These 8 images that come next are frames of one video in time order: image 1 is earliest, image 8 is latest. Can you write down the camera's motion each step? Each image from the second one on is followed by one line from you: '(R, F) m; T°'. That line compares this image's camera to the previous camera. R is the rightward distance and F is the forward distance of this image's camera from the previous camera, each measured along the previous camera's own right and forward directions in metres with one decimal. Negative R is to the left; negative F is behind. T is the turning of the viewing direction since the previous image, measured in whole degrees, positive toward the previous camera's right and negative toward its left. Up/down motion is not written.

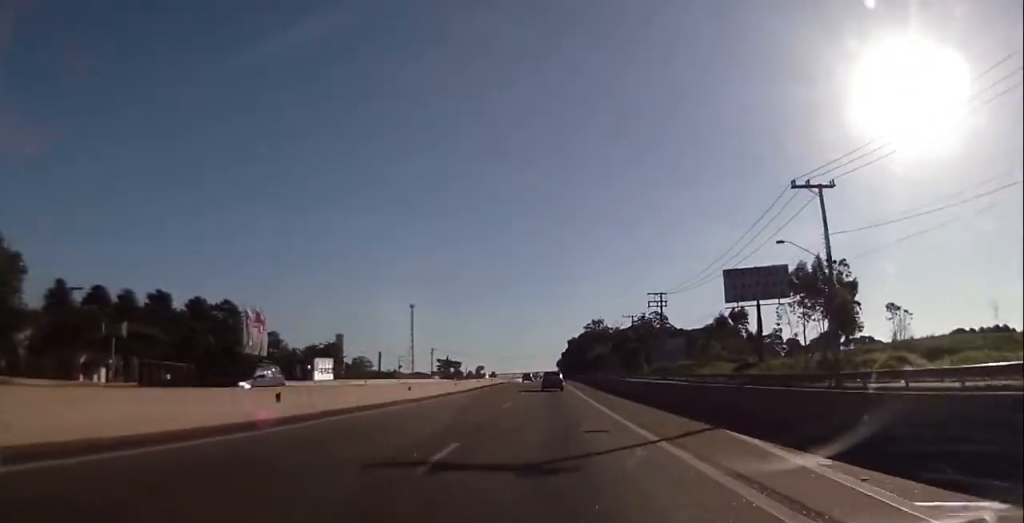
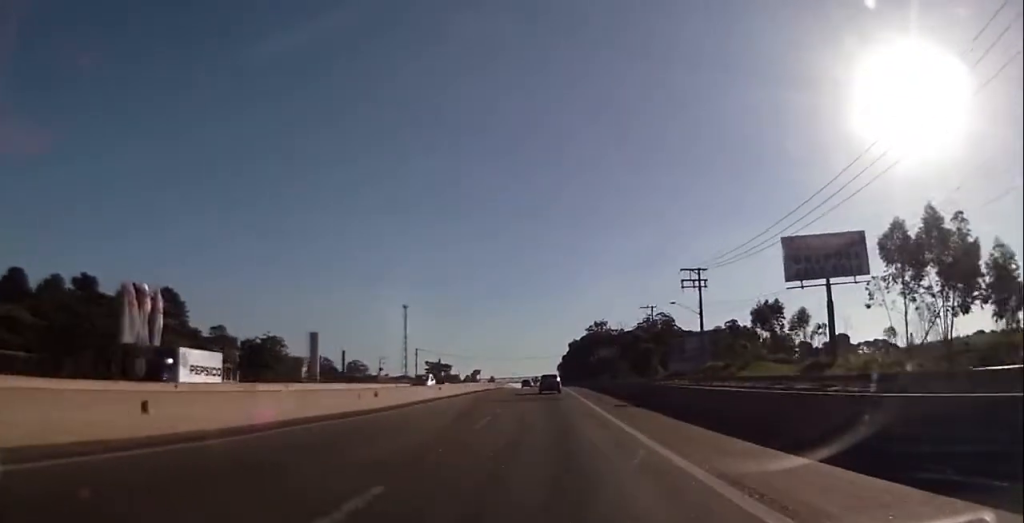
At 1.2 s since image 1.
(+0.4, +21.4) m; 0°
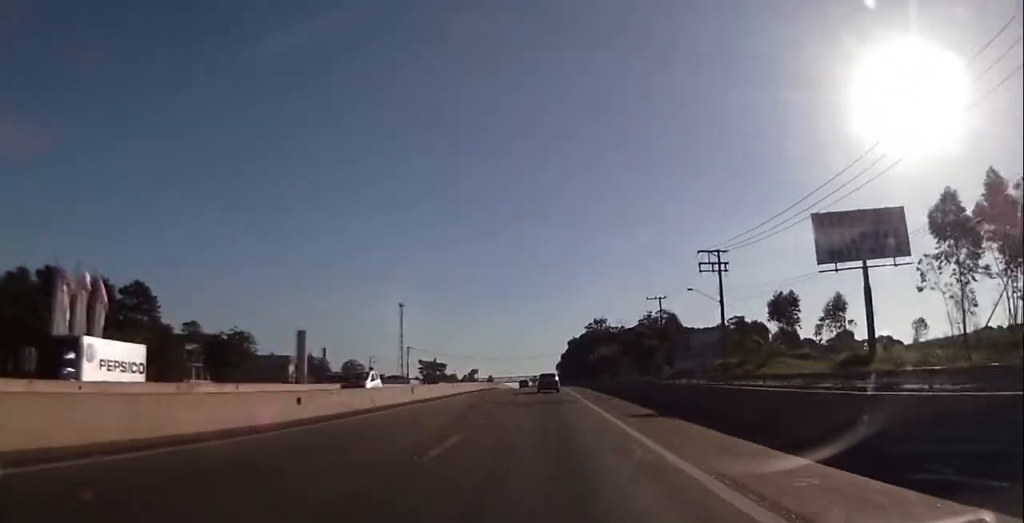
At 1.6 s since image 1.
(-0.2, +8.1) m; 0°
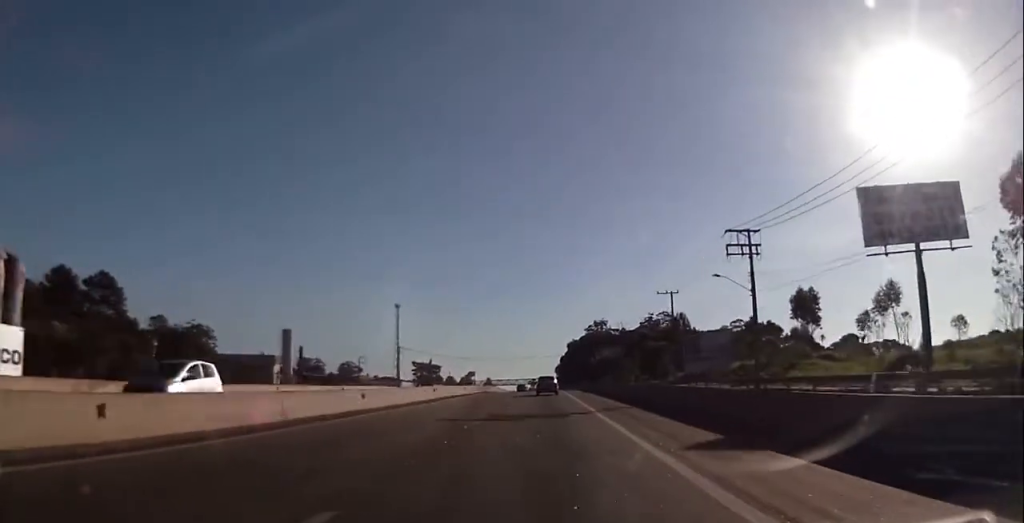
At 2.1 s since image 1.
(-0.2, +8.8) m; 0°
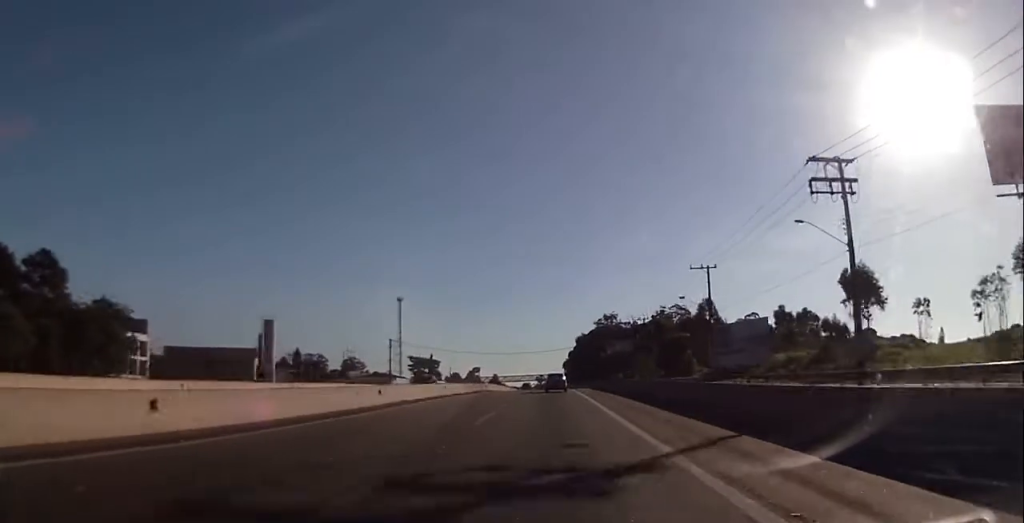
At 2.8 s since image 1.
(+0.3, +14.5) m; 0°
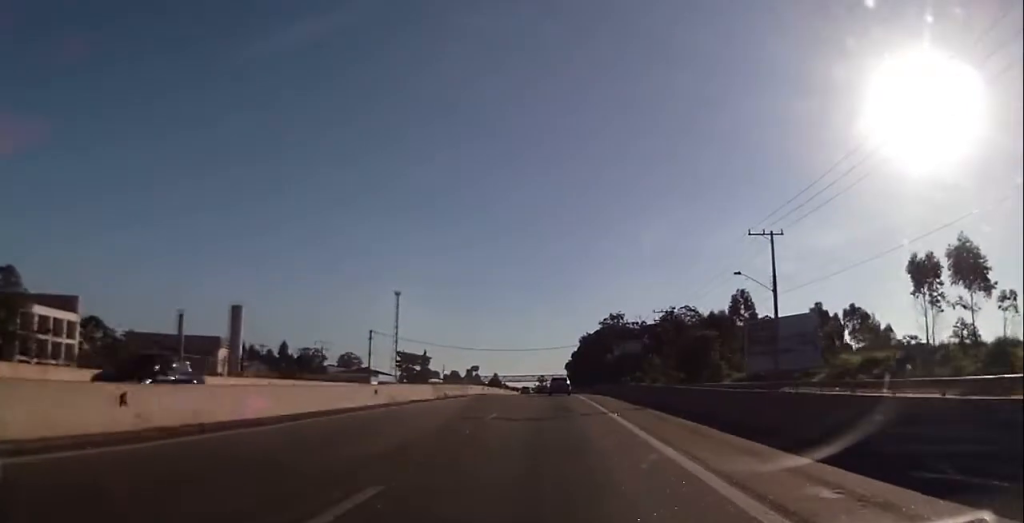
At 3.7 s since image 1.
(-0.2, +17.1) m; -1°
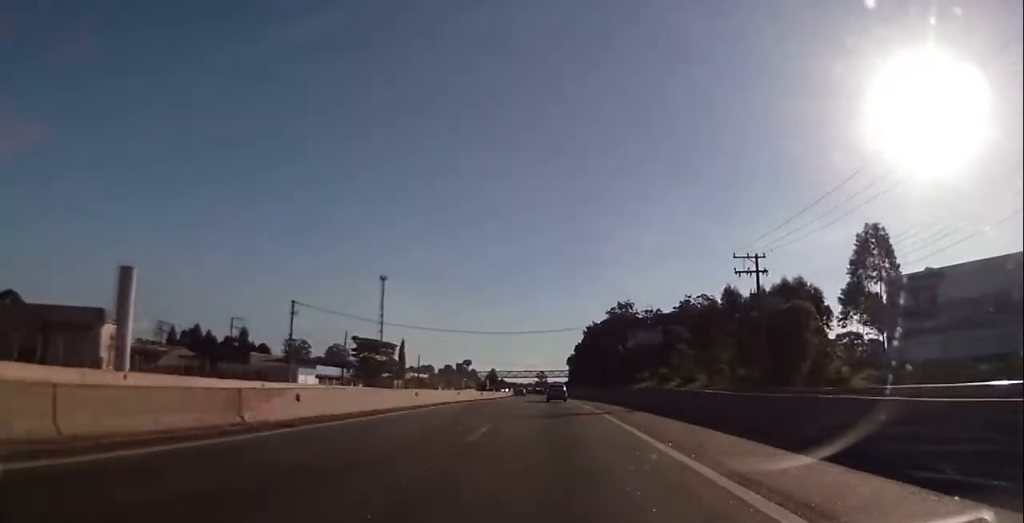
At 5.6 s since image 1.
(-0.3, +36.3) m; 0°
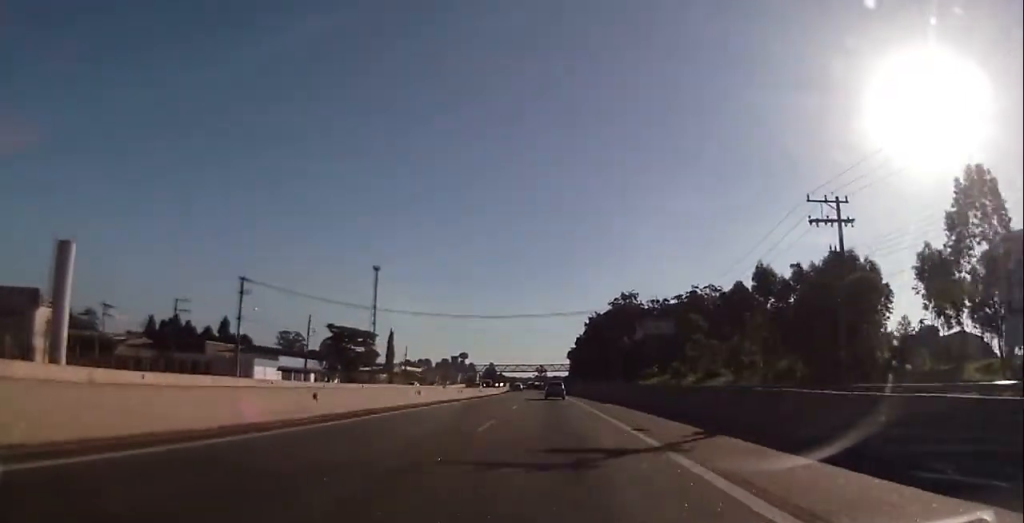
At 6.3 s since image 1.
(+0.1, +14.1) m; 0°
